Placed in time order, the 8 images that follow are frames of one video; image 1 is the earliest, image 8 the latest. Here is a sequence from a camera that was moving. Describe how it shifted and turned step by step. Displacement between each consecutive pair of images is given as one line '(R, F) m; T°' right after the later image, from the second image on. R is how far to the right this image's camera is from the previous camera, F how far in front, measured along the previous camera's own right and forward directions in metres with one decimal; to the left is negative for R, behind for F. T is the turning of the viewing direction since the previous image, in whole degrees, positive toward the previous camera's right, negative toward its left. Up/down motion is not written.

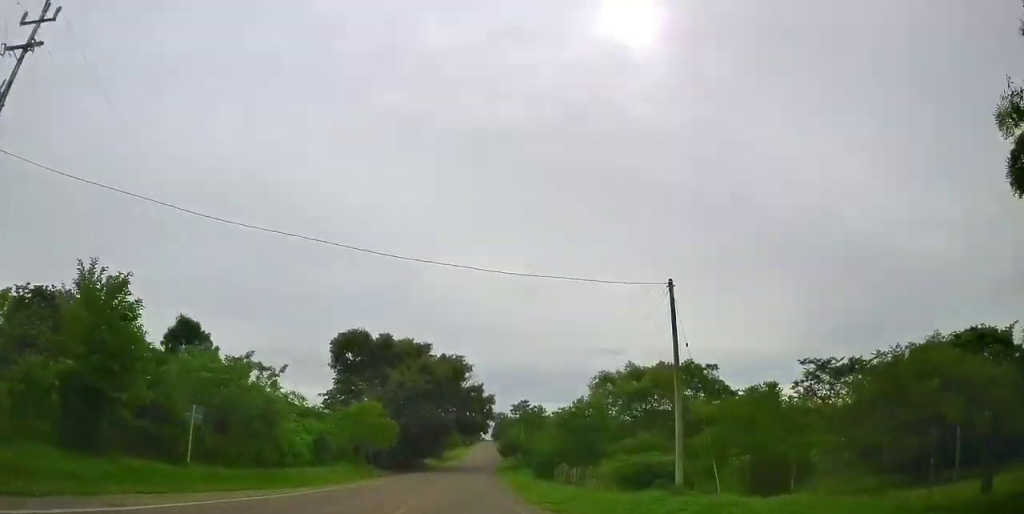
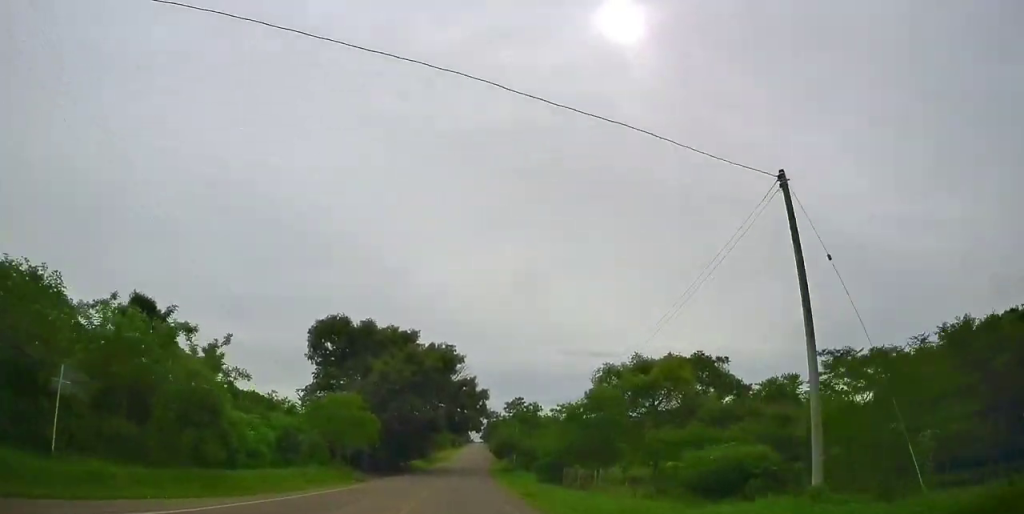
(0.0, +6.9) m; 0°
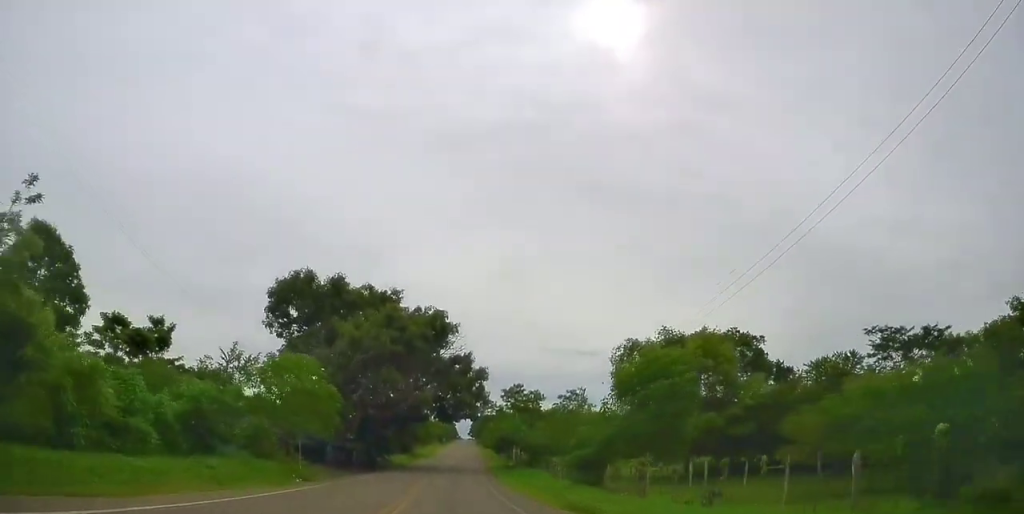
(0.0, +12.7) m; 0°
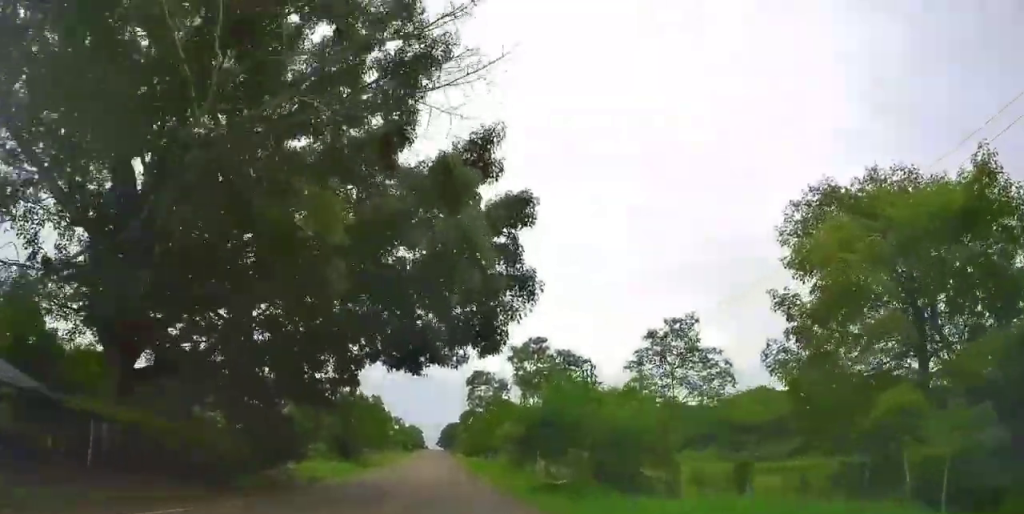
(-0.1, +36.7) m; +4°
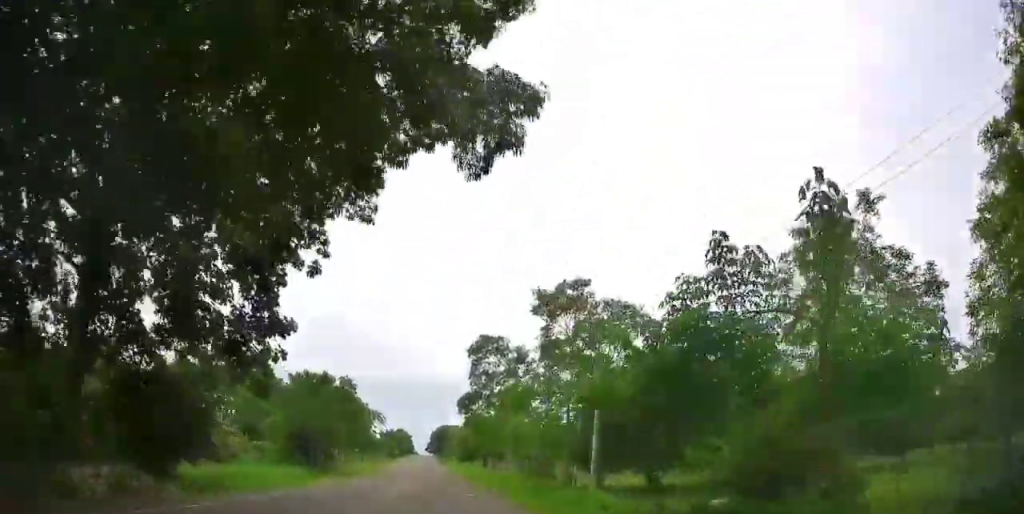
(+1.3, +16.9) m; +2°
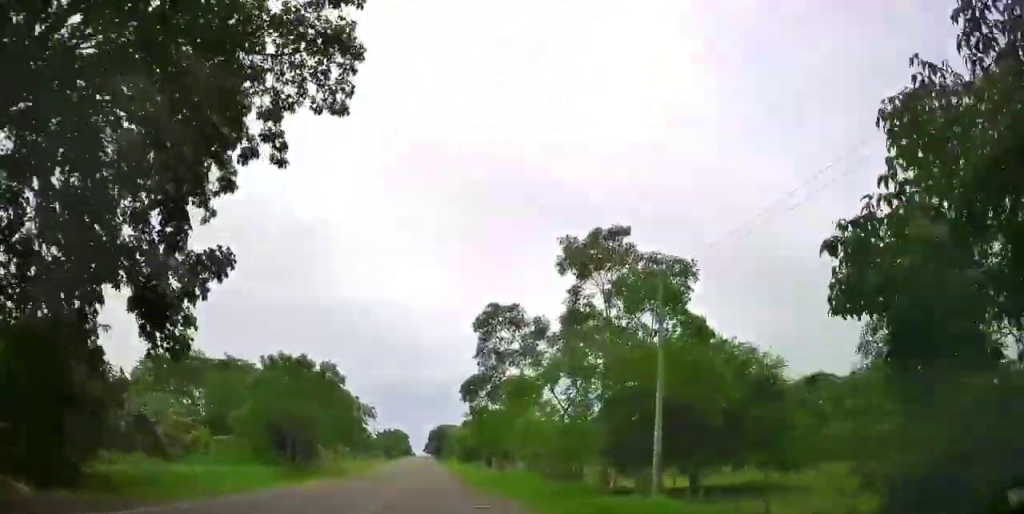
(-0.2, +7.6) m; 0°
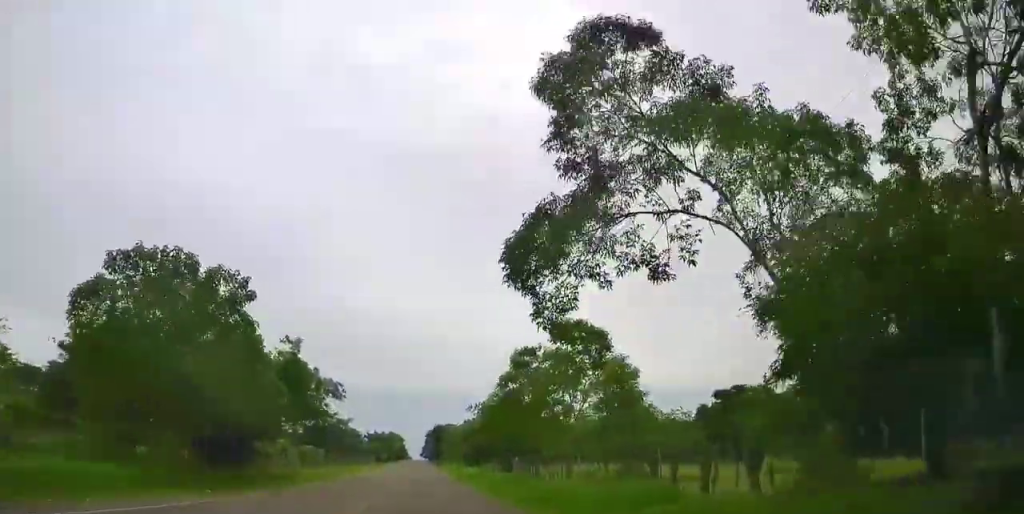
(-0.1, +20.0) m; 0°
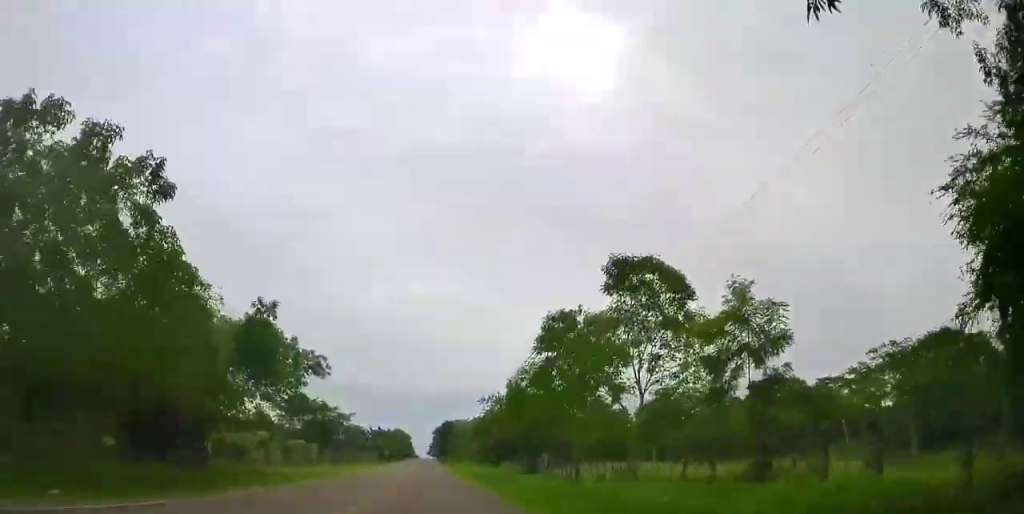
(+0.2, +8.9) m; 0°
